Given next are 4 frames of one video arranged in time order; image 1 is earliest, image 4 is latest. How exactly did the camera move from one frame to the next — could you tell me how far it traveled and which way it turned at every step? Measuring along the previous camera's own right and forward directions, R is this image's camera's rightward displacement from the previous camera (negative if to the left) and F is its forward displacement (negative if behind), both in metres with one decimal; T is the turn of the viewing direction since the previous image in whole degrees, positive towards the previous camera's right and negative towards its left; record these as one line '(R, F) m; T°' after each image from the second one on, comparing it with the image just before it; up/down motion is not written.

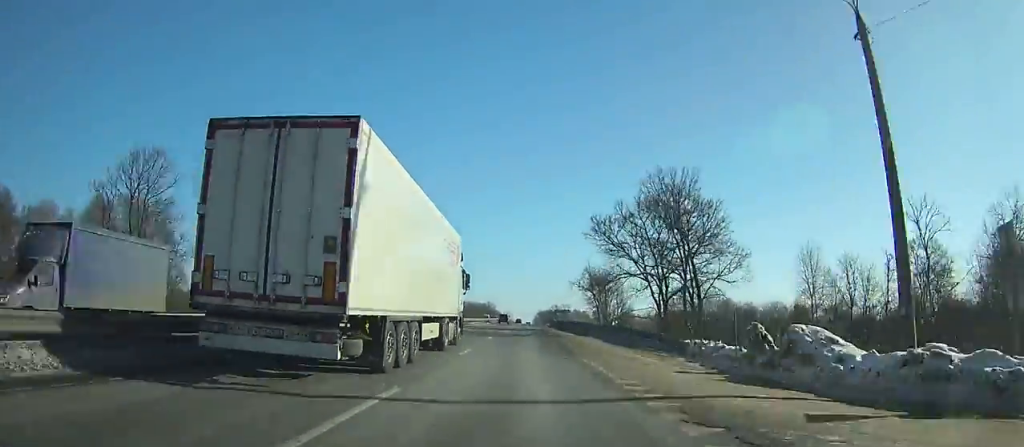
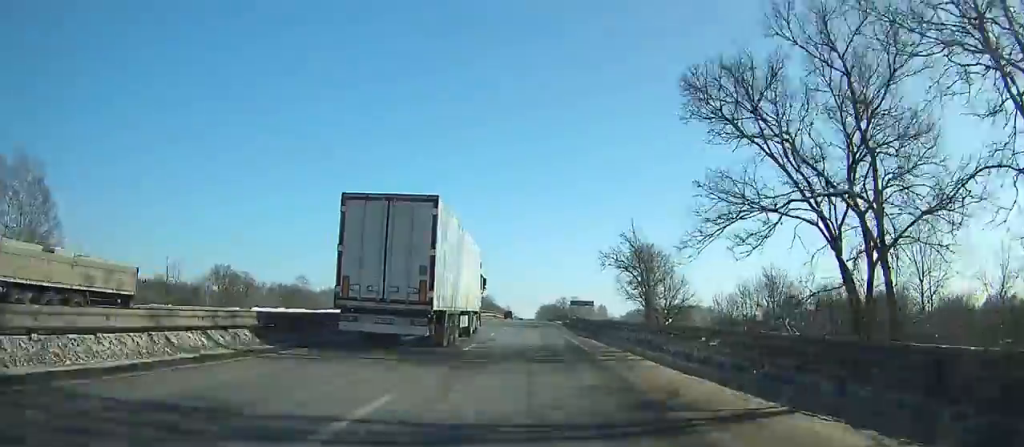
(-0.1, +37.2) m; 0°
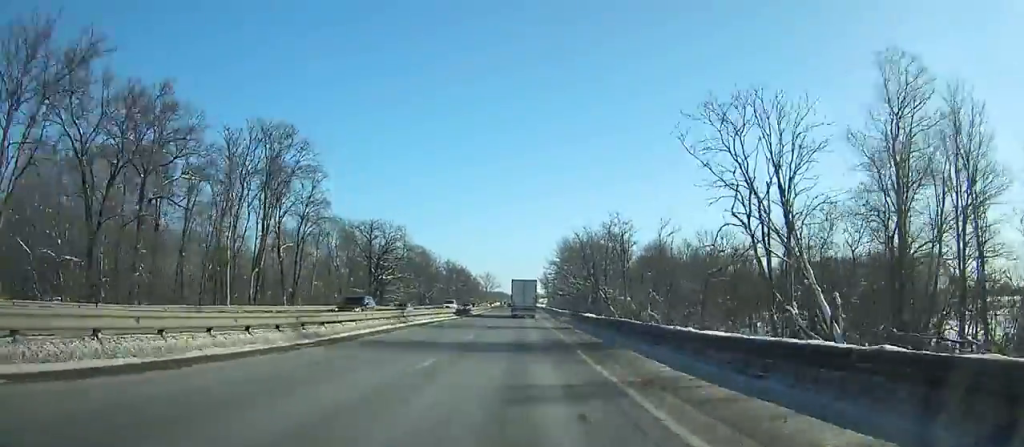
(-0.1, +346.8) m; 0°
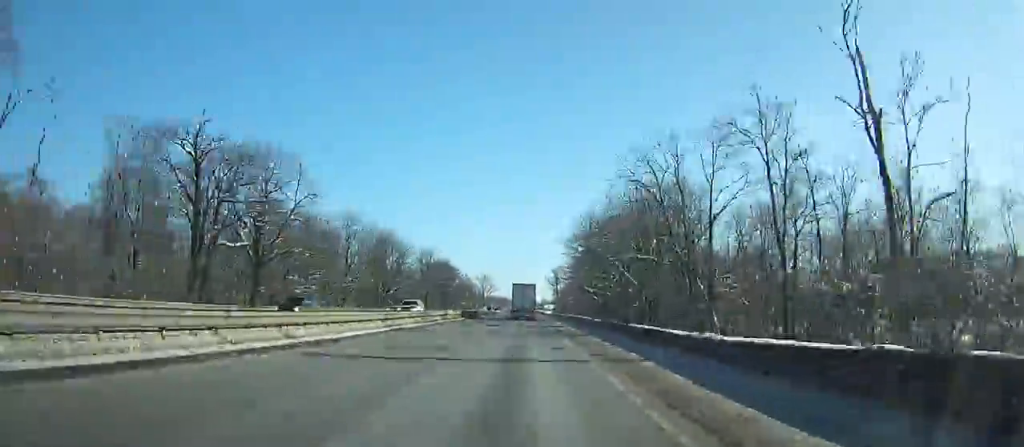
(0.0, +61.4) m; 0°
